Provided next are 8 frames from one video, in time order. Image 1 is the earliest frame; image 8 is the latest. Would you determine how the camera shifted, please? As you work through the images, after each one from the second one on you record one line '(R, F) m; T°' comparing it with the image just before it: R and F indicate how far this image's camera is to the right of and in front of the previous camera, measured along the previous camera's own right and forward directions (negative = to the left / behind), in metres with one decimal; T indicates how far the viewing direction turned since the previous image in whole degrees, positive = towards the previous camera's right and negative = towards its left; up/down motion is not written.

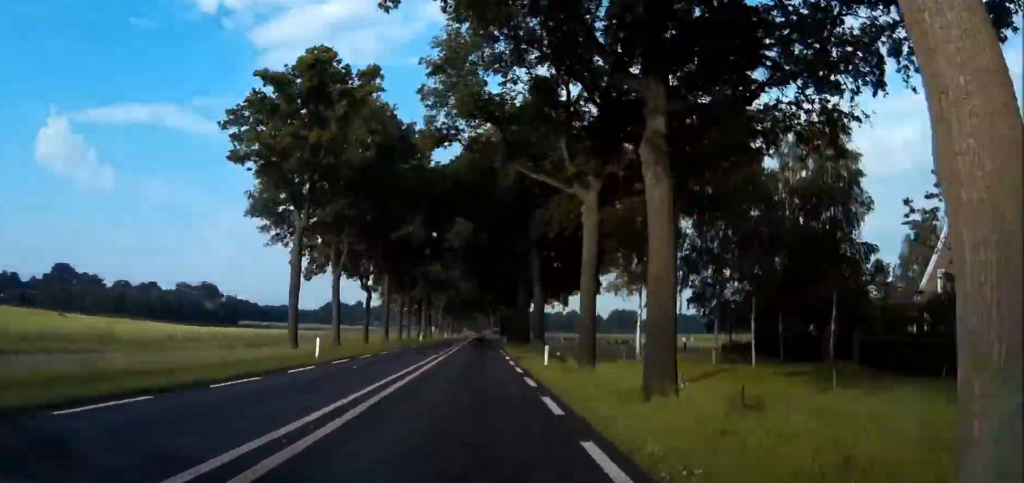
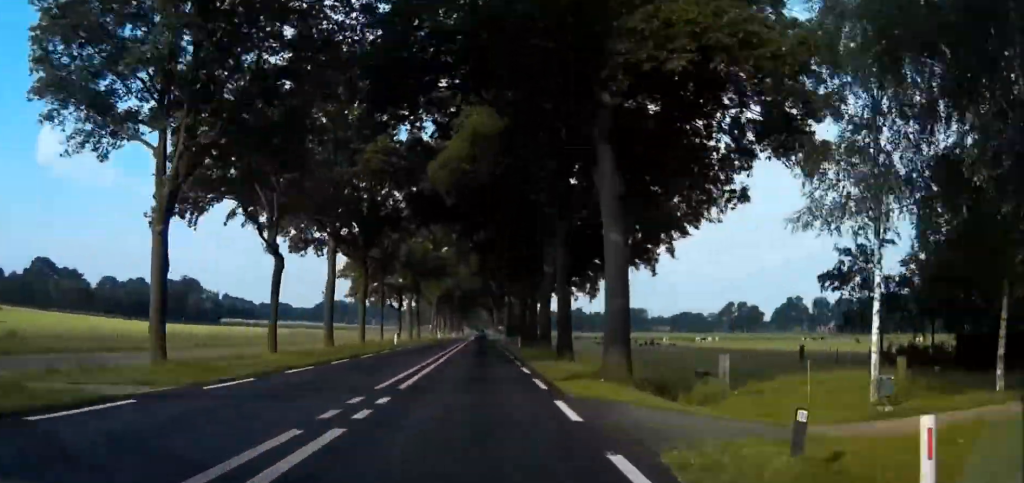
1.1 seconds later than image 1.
(+0.1, +25.0) m; 0°
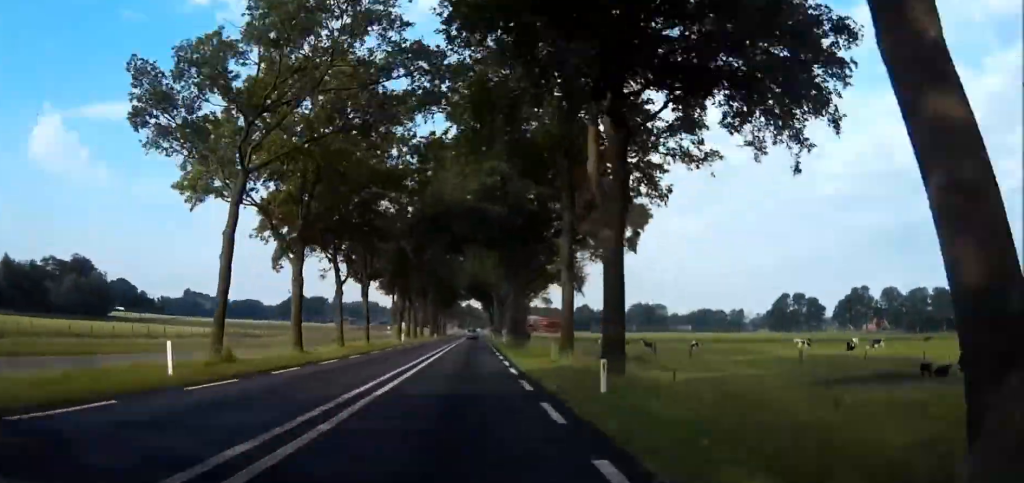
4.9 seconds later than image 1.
(-0.7, +89.8) m; -1°
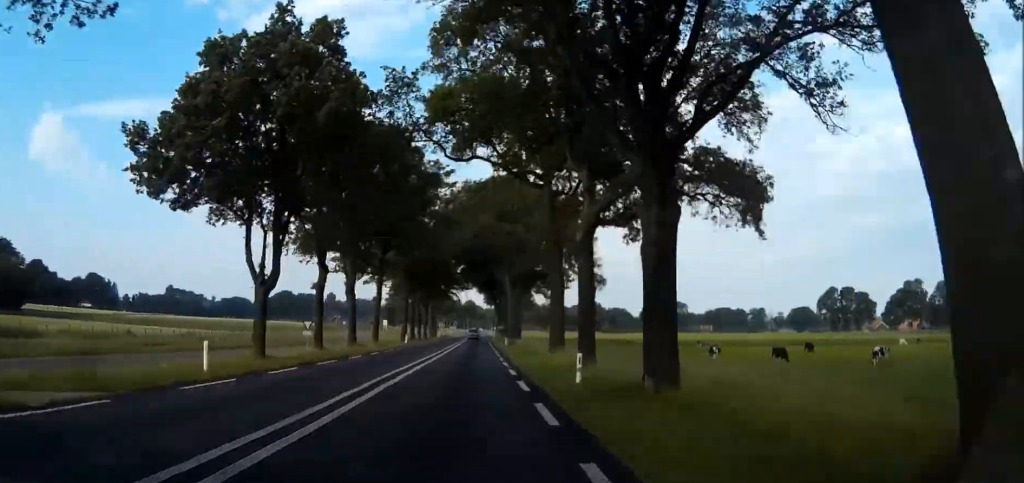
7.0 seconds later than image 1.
(-0.3, +47.3) m; -1°
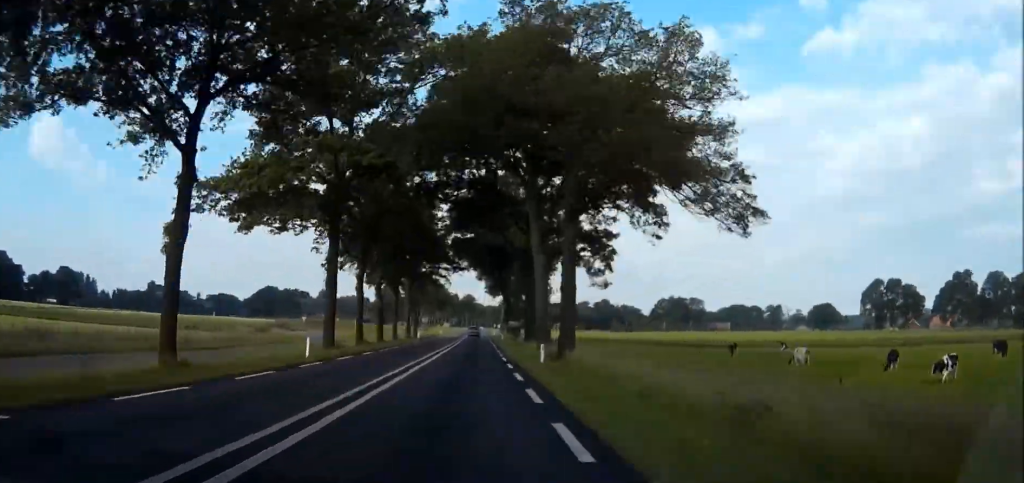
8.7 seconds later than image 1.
(-0.3, +37.9) m; 0°
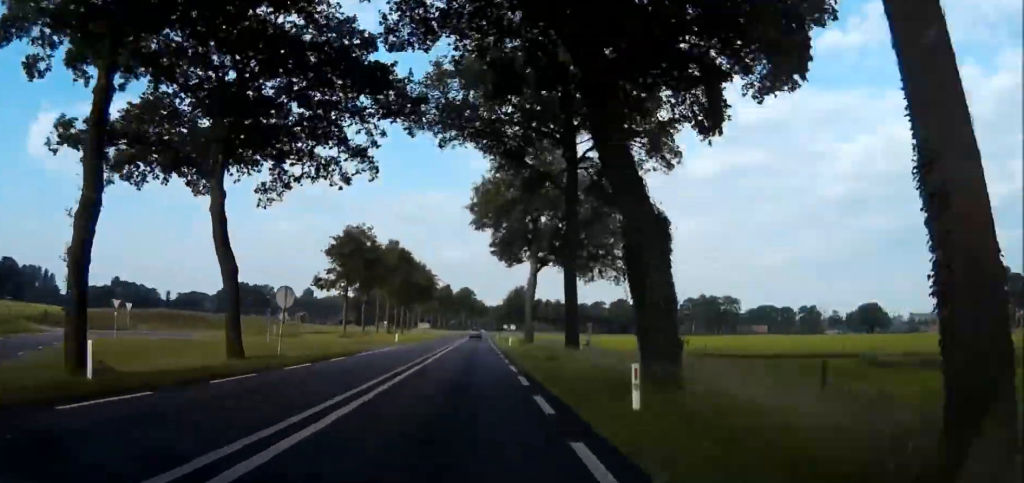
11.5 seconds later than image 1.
(-0.1, +65.2) m; 0°
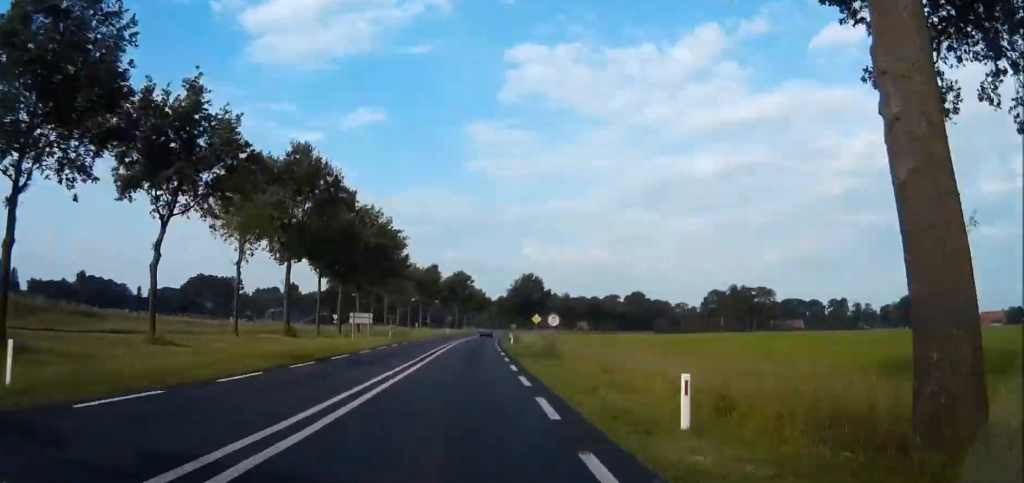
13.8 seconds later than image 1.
(+0.3, +52.0) m; +1°
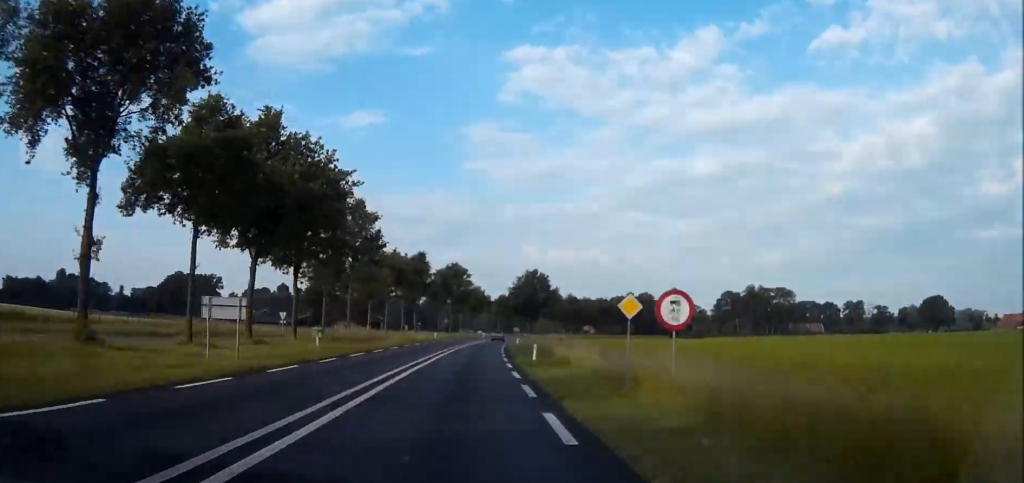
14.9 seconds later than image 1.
(+0.2, +26.1) m; 0°
